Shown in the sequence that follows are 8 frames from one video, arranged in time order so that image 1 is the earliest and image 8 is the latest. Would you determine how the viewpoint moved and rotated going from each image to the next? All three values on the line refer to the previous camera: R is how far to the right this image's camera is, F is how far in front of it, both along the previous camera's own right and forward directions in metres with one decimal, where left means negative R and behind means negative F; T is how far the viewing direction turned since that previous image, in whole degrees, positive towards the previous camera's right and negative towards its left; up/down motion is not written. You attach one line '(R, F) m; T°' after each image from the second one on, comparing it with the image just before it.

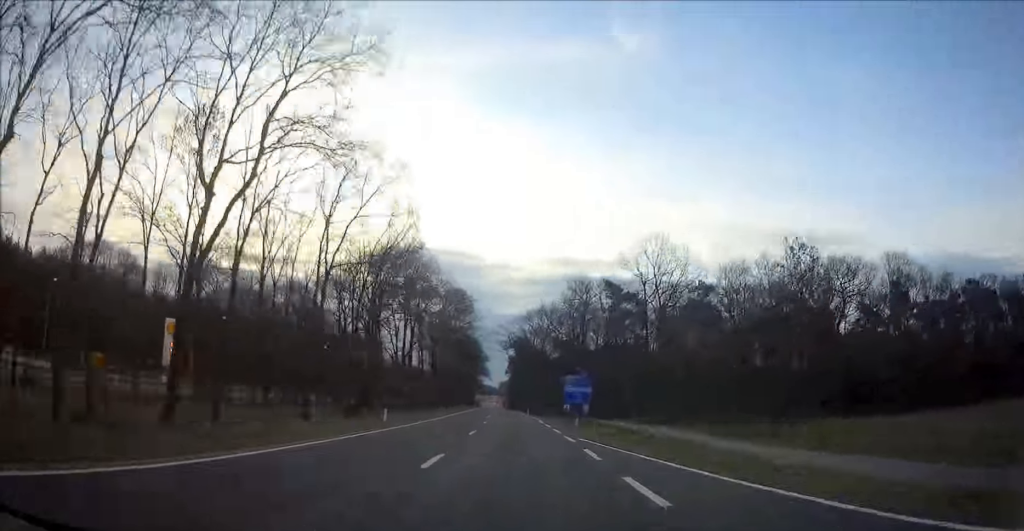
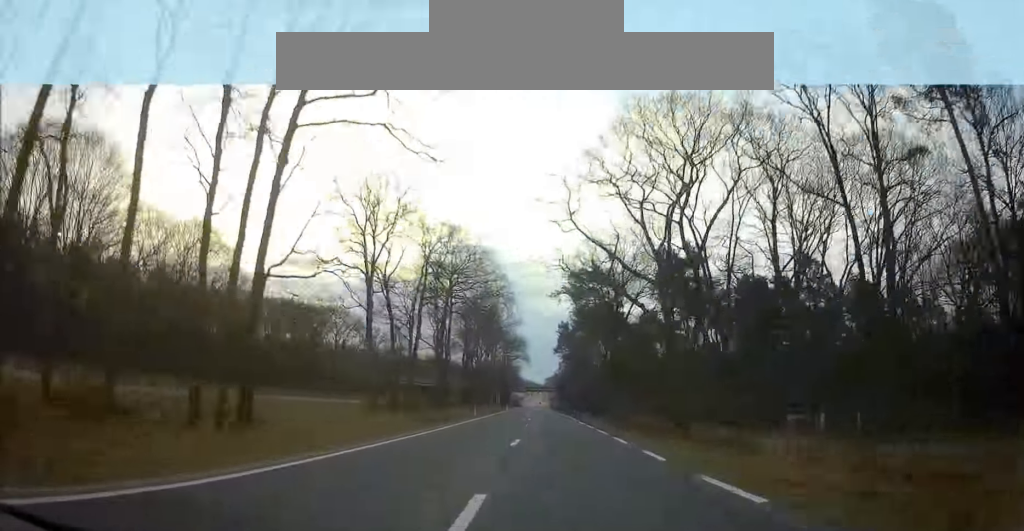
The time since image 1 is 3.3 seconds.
(-1.5, +77.8) m; -2°
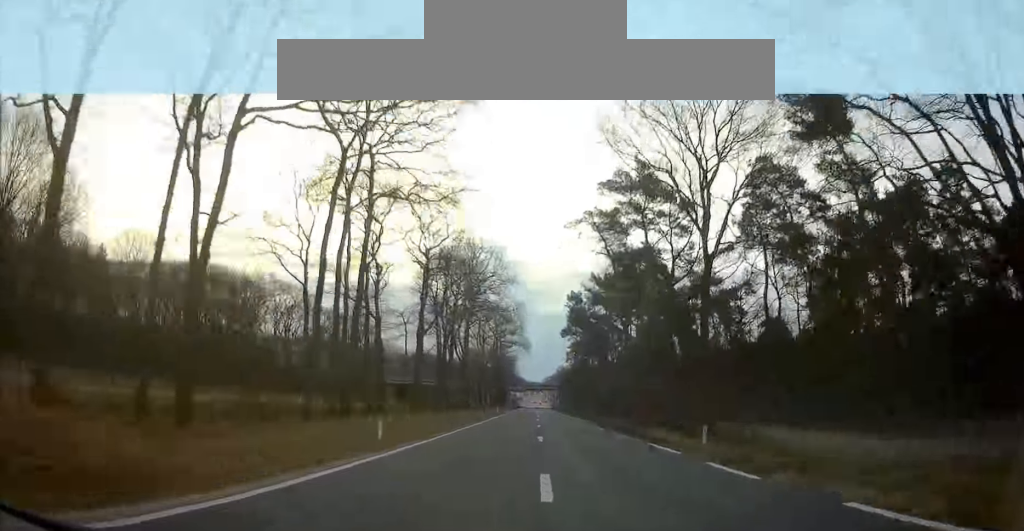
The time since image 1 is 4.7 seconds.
(-0.8, +33.4) m; -1°
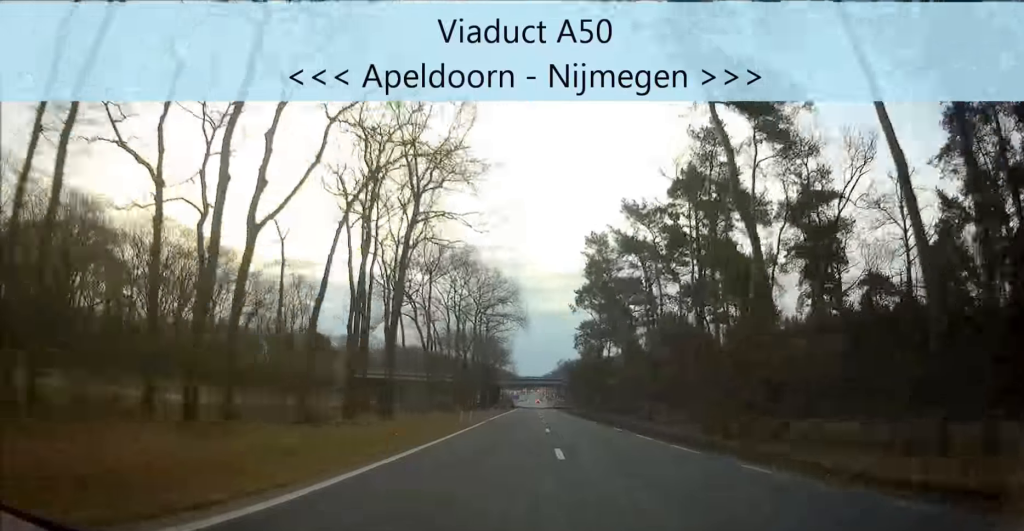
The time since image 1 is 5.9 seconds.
(0.0, +30.3) m; 0°
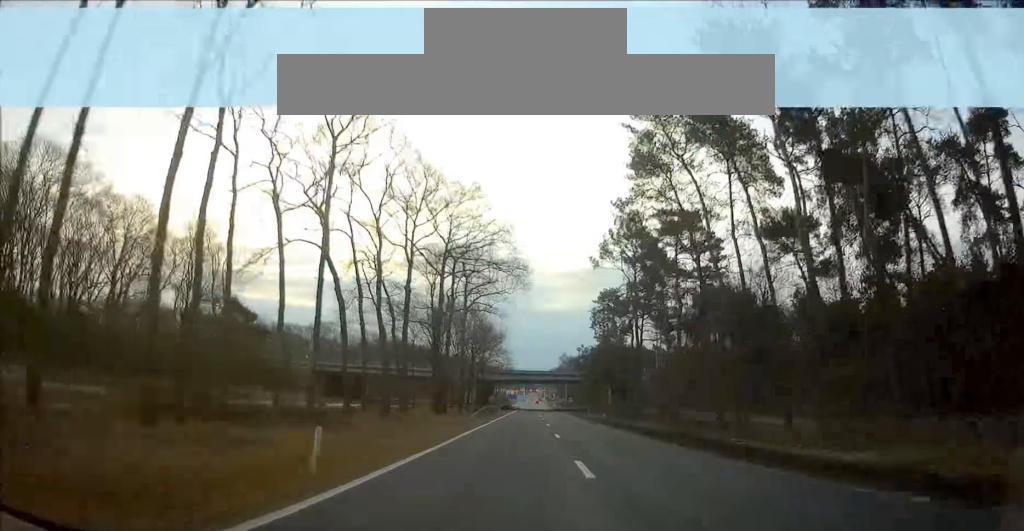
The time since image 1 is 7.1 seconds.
(-0.1, +27.1) m; +1°
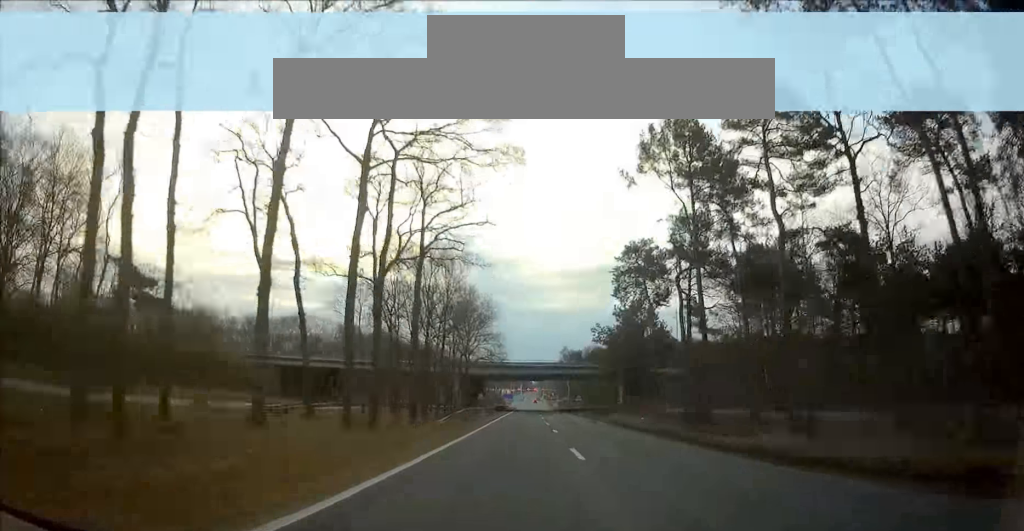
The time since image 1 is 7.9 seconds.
(+0.3, +20.8) m; 0°
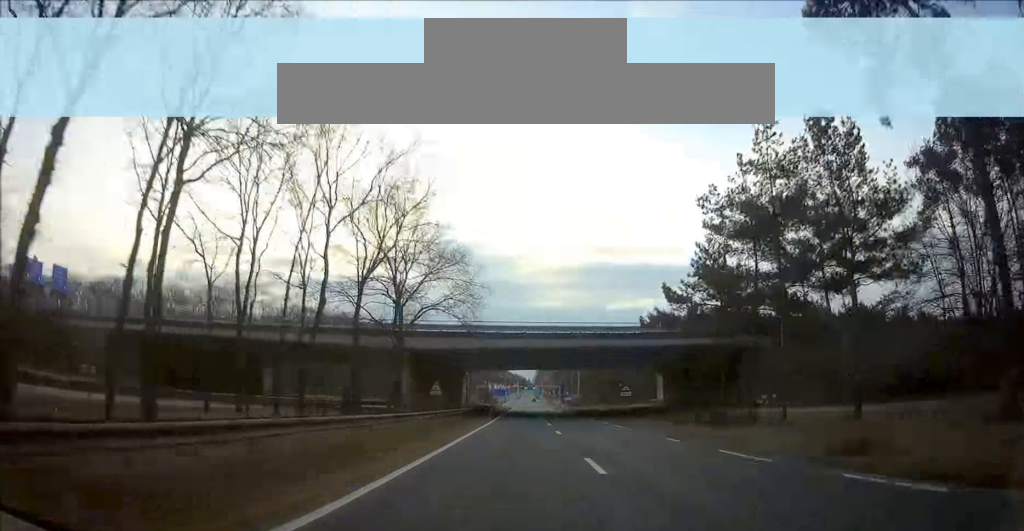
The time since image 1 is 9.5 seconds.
(+0.2, +38.5) m; 0°
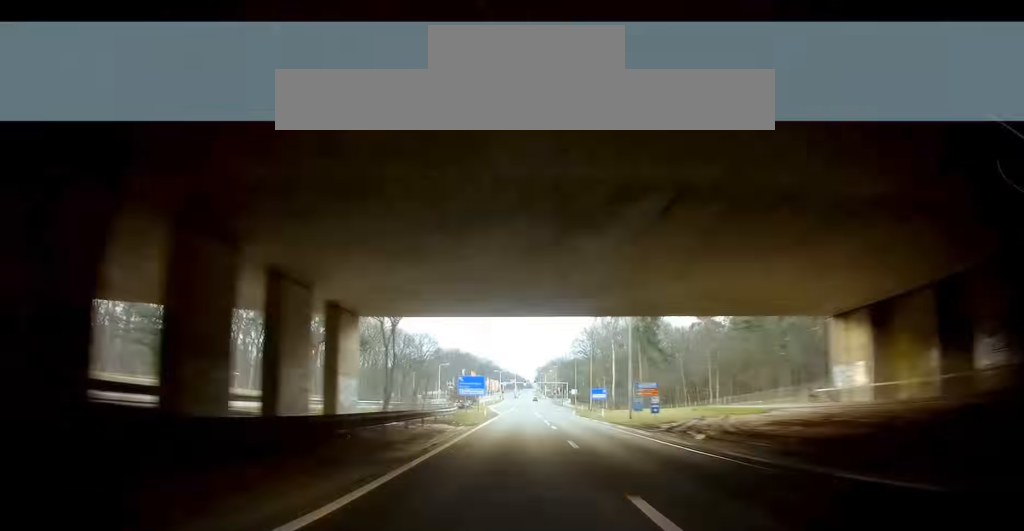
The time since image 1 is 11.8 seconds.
(-0.3, +54.3) m; -1°
